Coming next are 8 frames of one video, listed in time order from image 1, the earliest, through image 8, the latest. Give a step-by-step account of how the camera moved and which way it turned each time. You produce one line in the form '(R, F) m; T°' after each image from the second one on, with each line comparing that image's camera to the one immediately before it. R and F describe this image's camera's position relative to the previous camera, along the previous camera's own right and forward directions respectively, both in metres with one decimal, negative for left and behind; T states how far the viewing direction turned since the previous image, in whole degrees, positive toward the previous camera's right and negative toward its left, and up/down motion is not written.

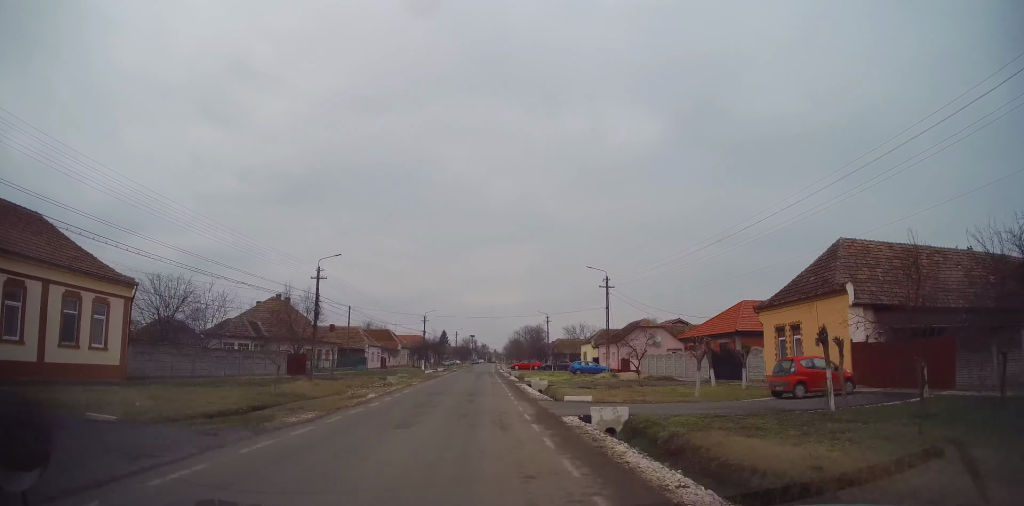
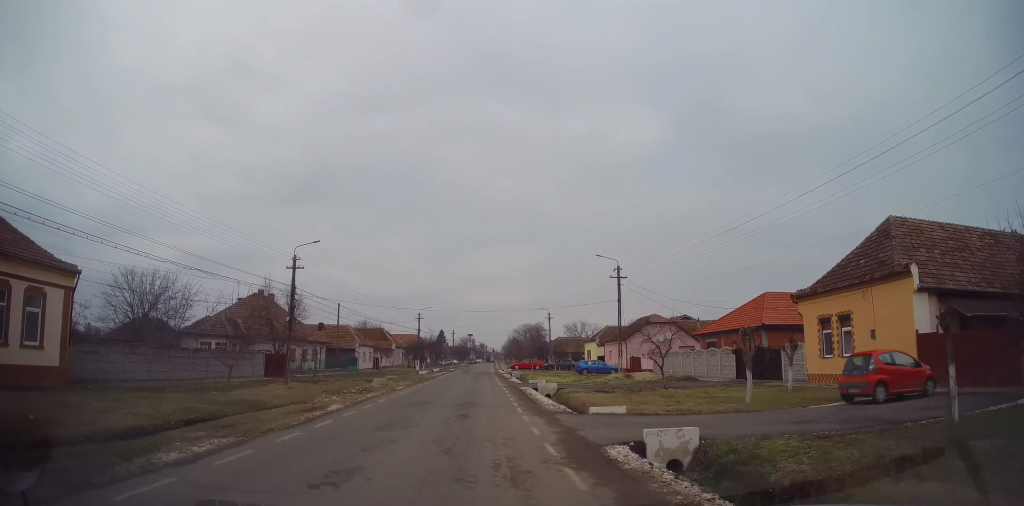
(-0.1, +4.5) m; 0°
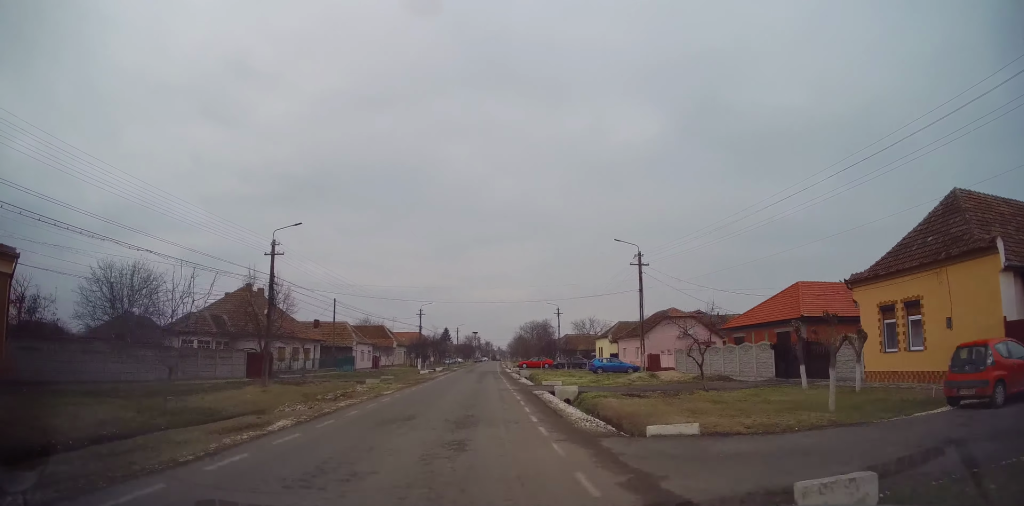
(+0.1, +4.5) m; 0°
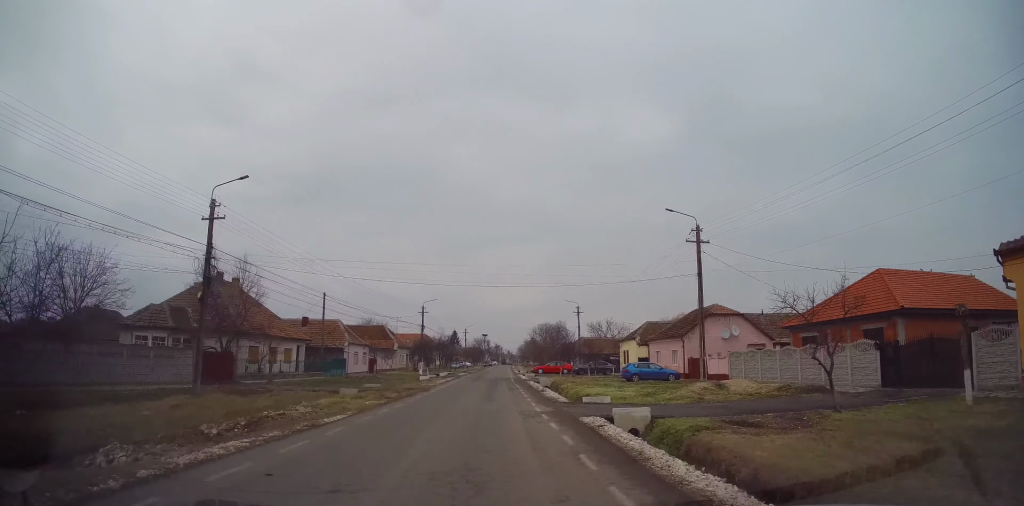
(0.0, +8.0) m; -1°
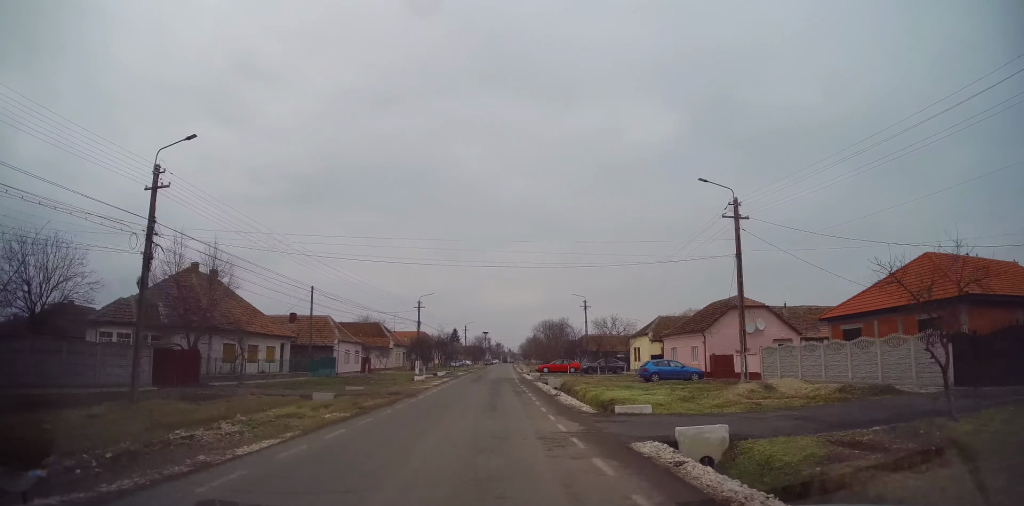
(-0.1, +4.4) m; -1°
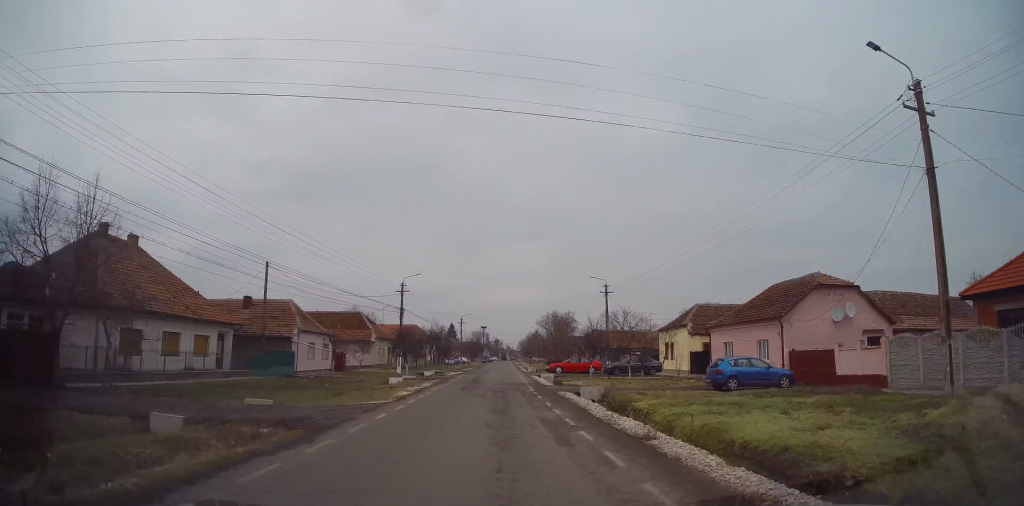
(-0.1, +10.6) m; -1°
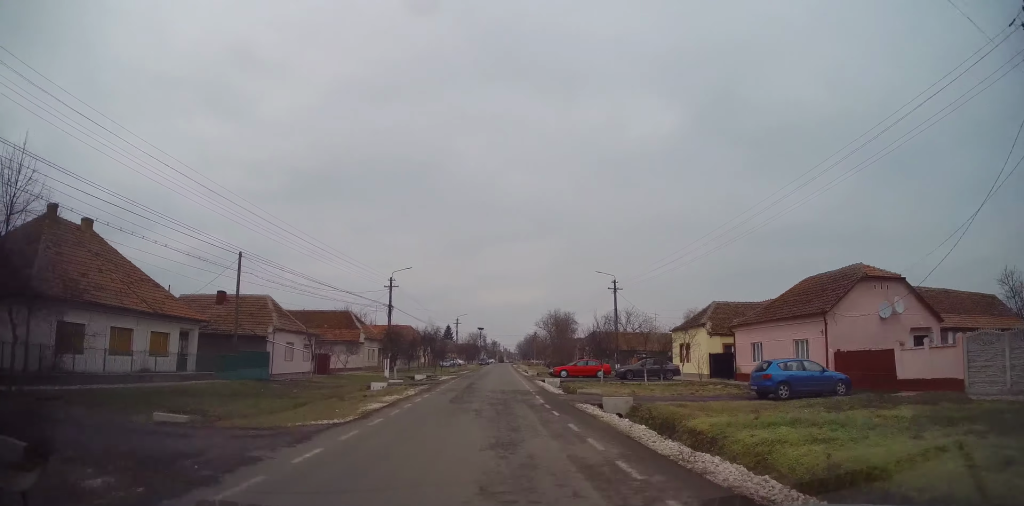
(0.0, +4.2) m; 0°
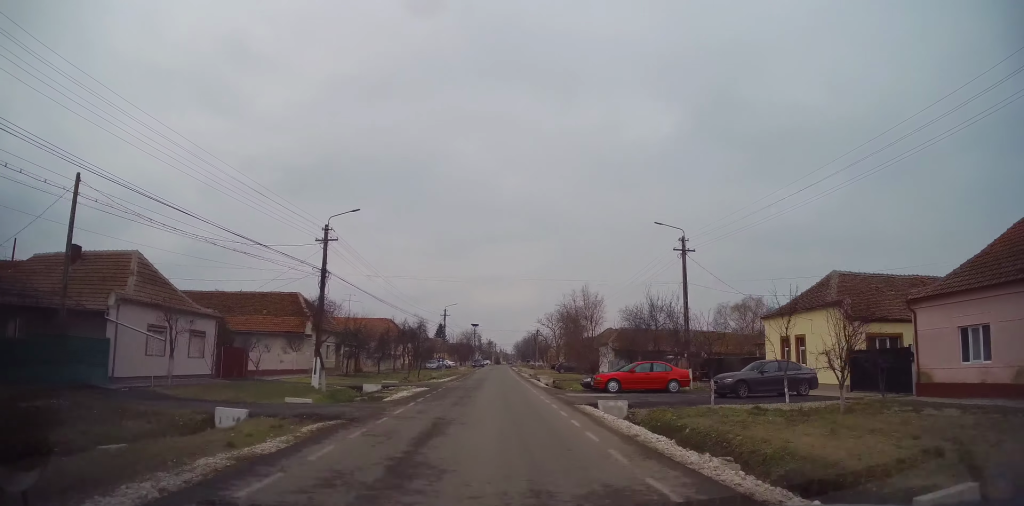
(-0.2, +16.7) m; 0°
